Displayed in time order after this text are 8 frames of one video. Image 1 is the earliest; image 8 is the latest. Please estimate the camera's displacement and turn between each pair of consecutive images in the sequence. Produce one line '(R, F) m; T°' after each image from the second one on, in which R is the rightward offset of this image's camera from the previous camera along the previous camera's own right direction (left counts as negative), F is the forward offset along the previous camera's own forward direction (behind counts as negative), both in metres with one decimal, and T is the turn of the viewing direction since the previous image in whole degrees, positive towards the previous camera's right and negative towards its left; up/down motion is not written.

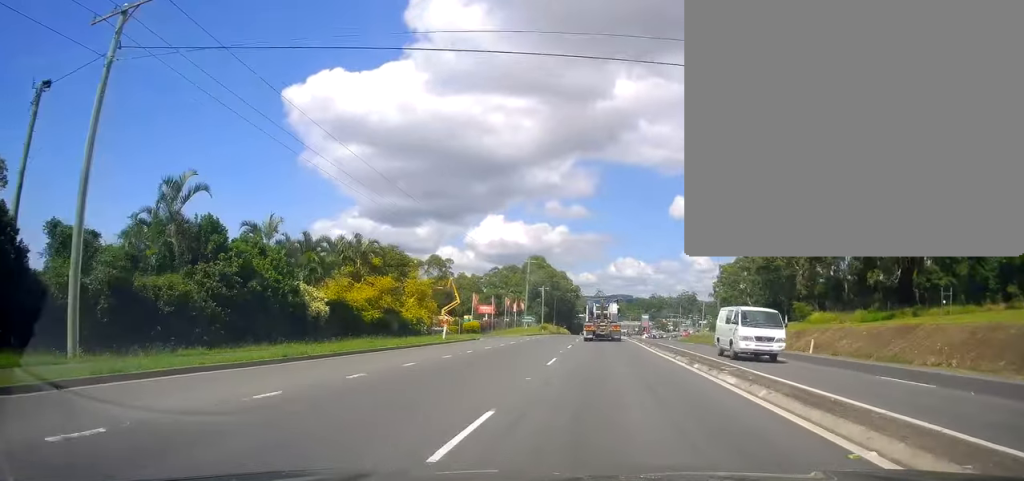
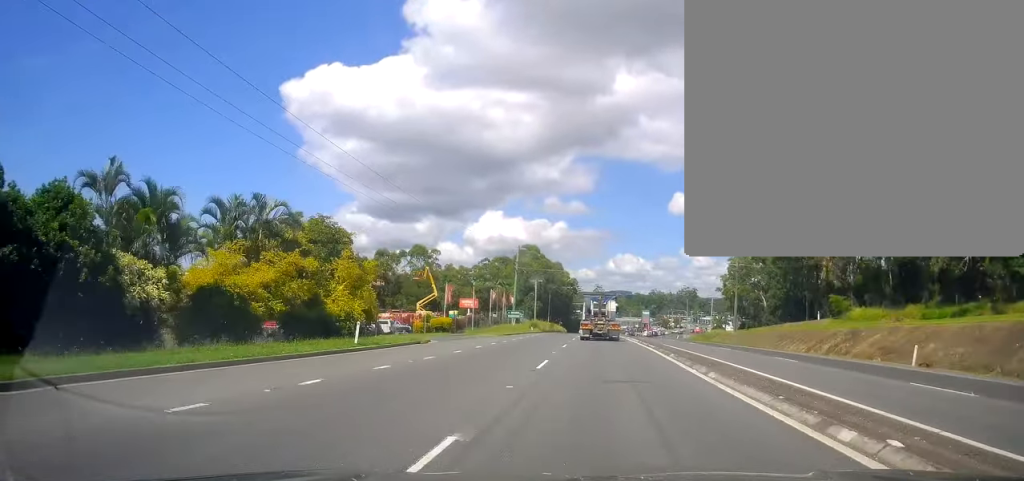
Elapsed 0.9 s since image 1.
(-0.2, +13.9) m; 0°
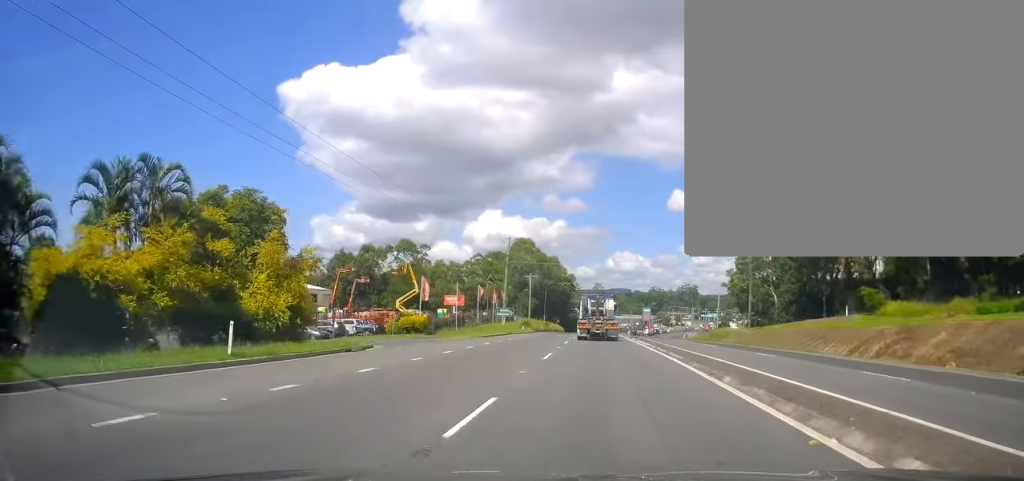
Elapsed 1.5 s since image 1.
(+0.1, +9.2) m; 0°
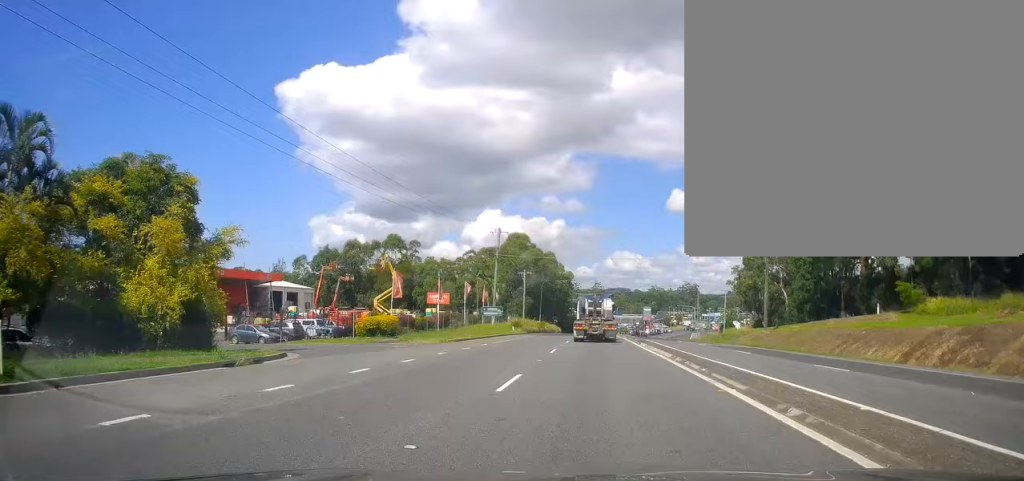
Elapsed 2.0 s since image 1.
(+0.2, +8.1) m; -1°
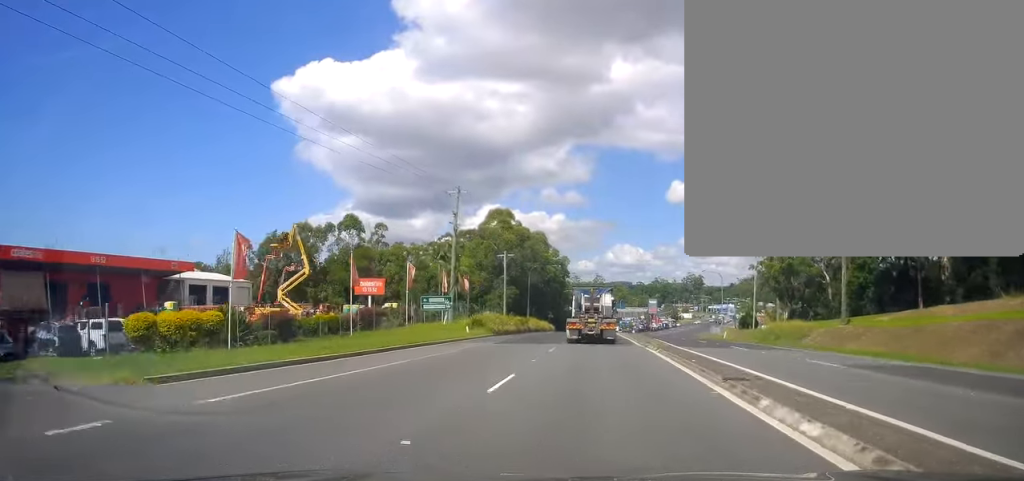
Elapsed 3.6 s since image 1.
(-0.1, +23.6) m; 0°
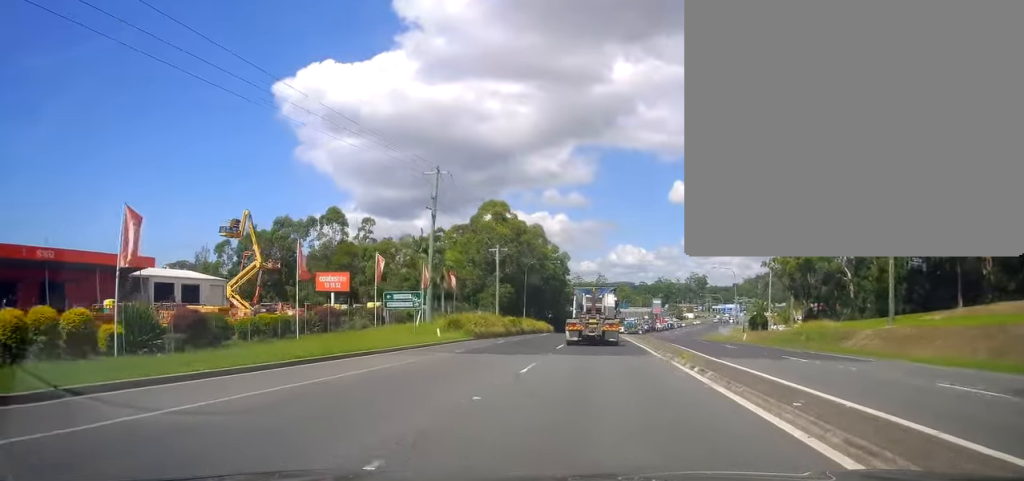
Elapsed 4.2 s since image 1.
(+0.2, +8.2) m; 0°
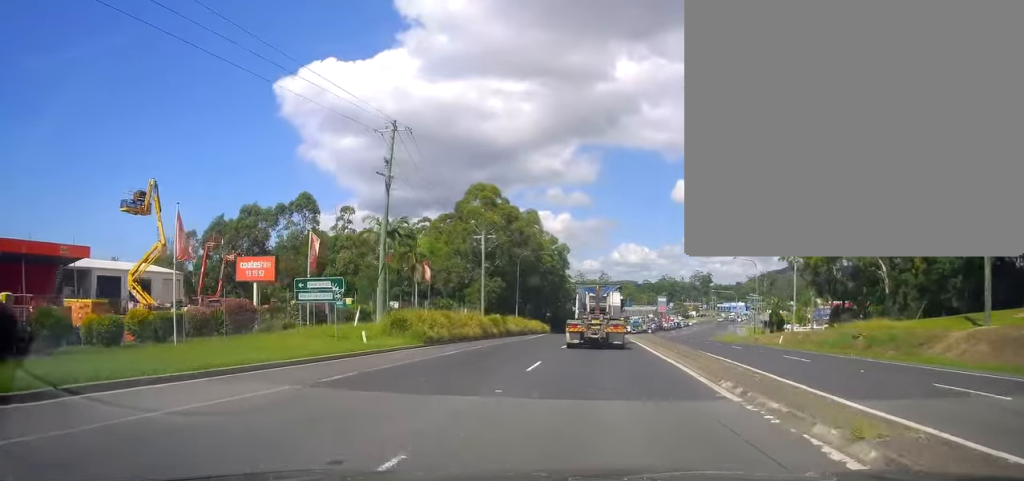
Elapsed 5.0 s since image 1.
(-0.5, +11.5) m; -2°
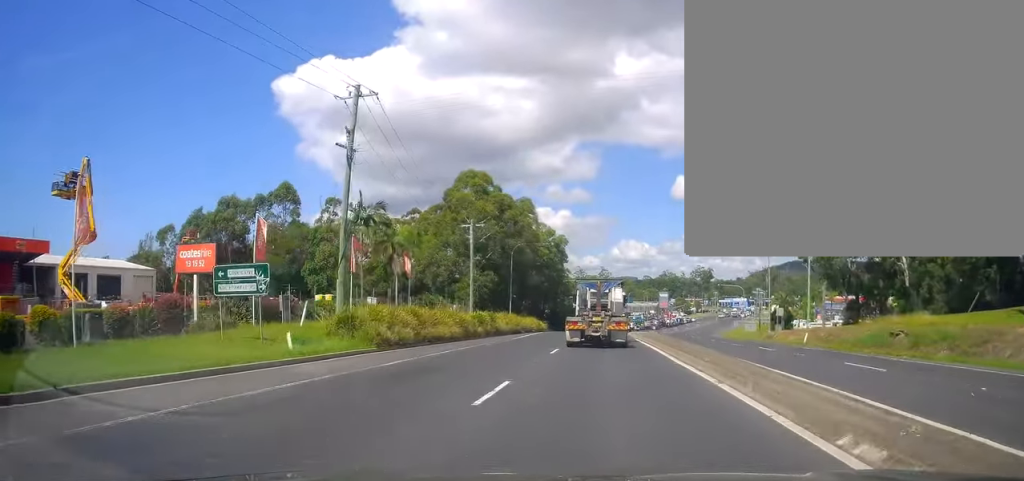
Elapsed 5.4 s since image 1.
(0.0, +6.1) m; 0°
